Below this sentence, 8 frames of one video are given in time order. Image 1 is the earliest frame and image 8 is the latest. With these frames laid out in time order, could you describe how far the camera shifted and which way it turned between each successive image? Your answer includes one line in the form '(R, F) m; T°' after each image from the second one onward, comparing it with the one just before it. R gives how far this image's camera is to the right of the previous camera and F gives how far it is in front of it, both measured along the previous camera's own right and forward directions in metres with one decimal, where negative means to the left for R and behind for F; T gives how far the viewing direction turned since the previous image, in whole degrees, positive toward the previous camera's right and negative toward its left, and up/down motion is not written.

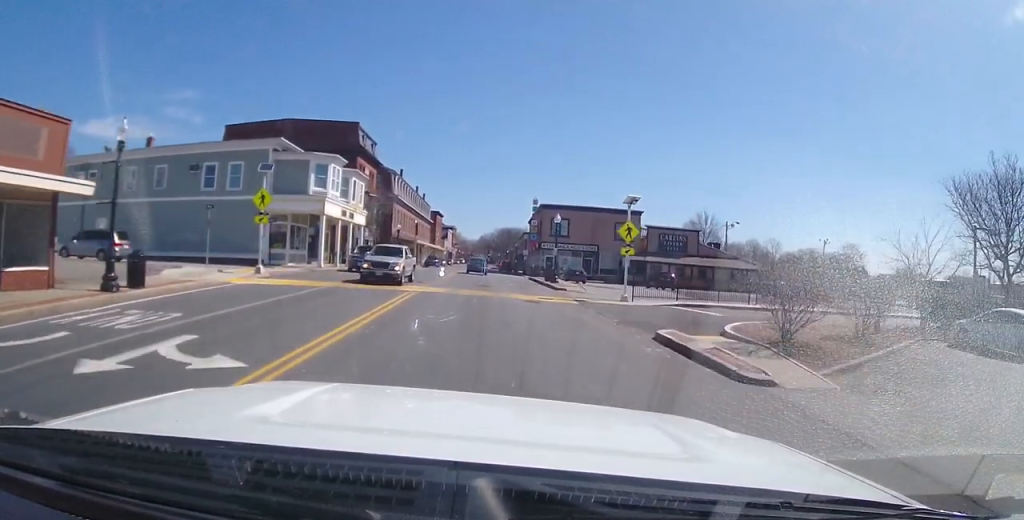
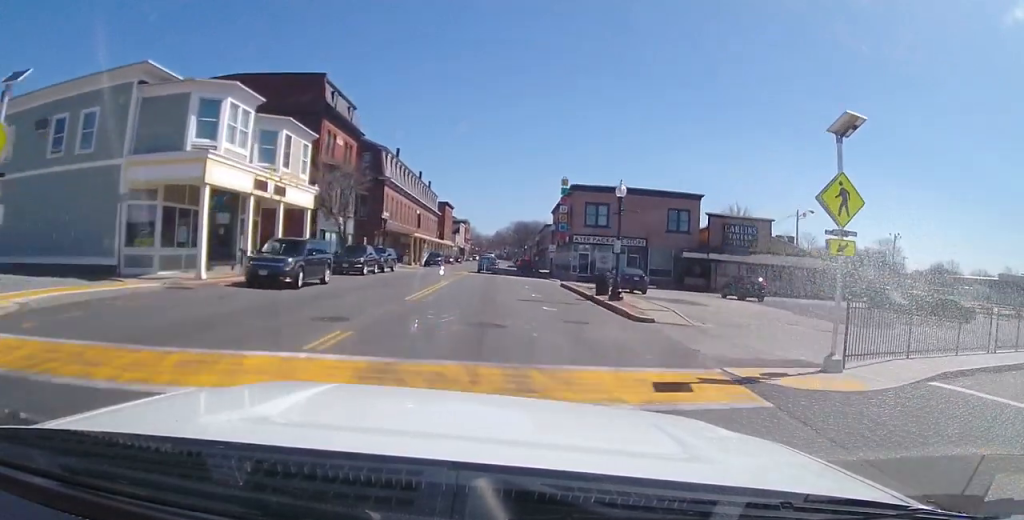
(-0.4, +15.4) m; -3°
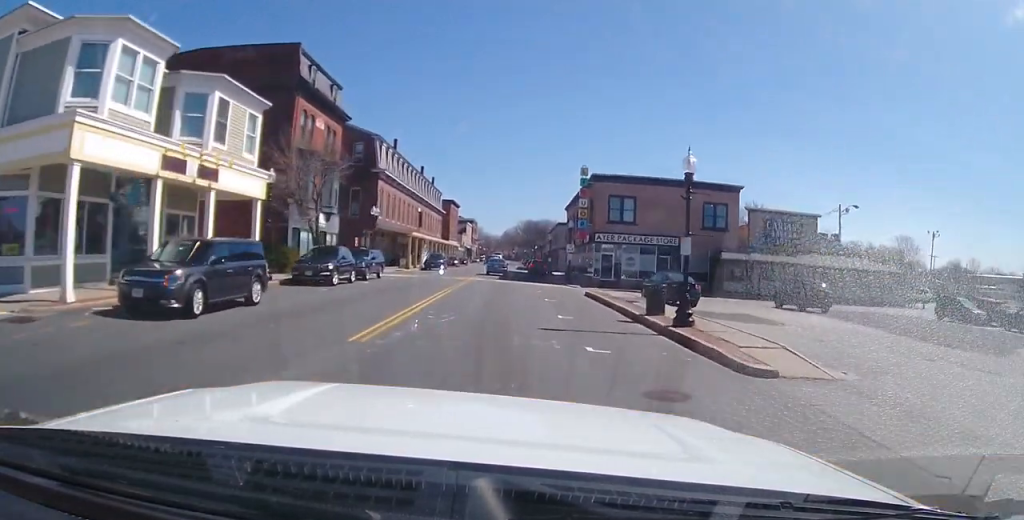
(-0.1, +7.3) m; -1°
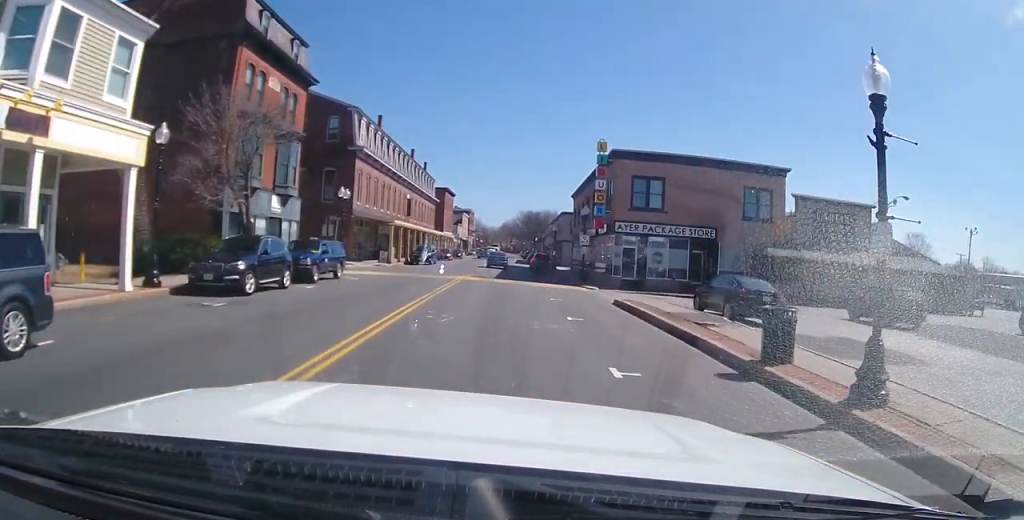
(-0.1, +8.5) m; -1°
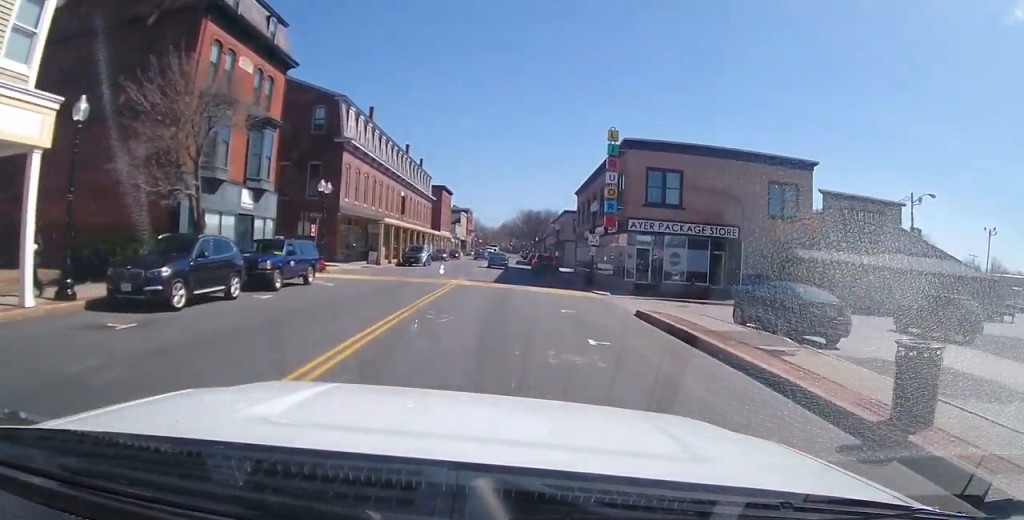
(-0.1, +3.9) m; 0°
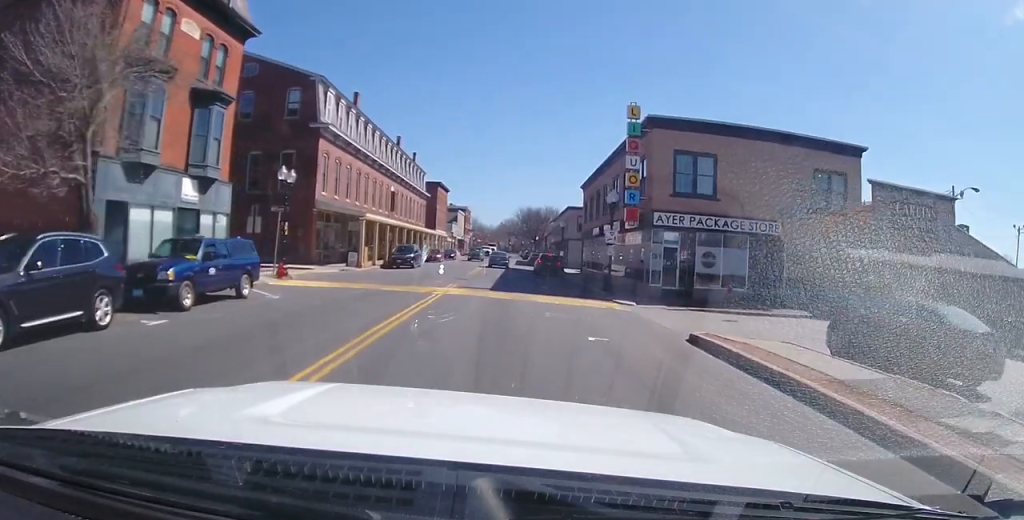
(0.0, +5.7) m; 0°
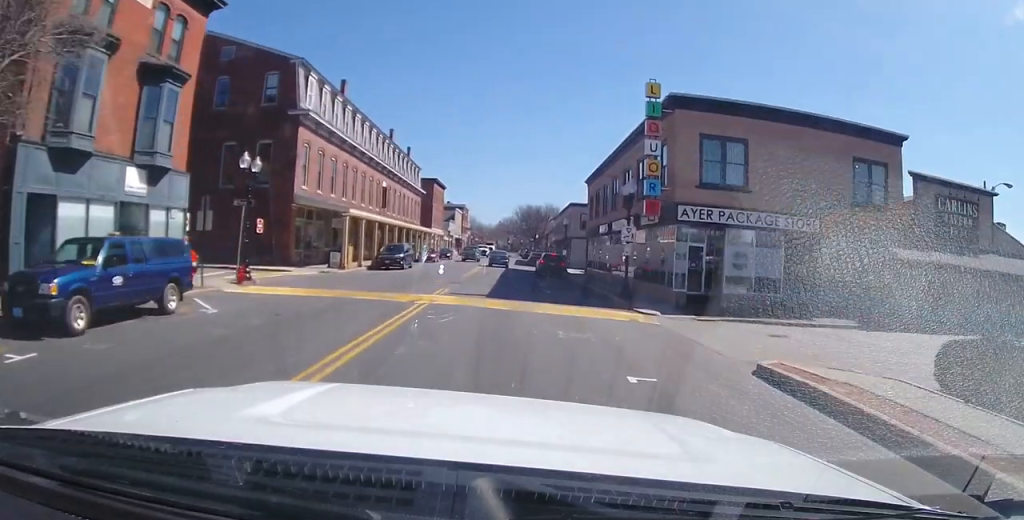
(+0.1, +3.9) m; +1°
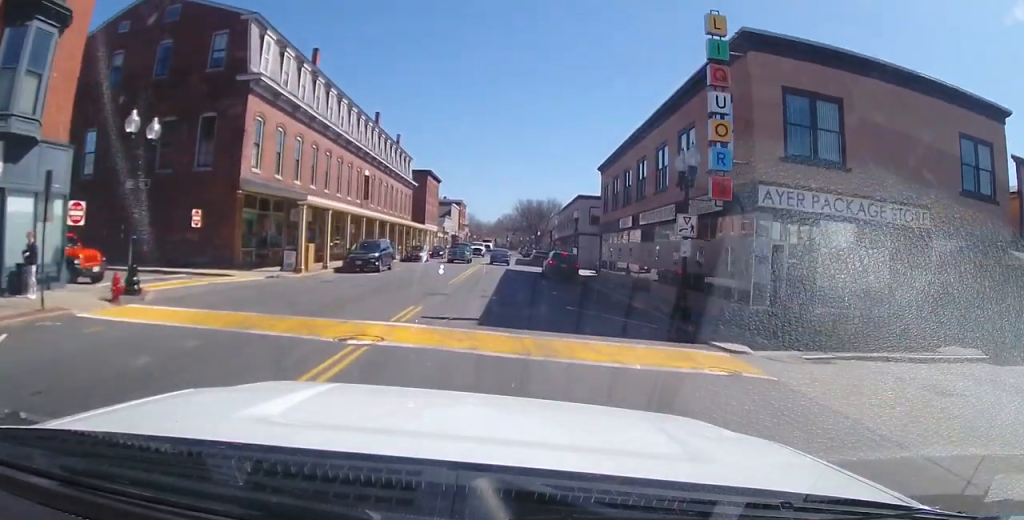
(0.0, +7.6) m; +1°
